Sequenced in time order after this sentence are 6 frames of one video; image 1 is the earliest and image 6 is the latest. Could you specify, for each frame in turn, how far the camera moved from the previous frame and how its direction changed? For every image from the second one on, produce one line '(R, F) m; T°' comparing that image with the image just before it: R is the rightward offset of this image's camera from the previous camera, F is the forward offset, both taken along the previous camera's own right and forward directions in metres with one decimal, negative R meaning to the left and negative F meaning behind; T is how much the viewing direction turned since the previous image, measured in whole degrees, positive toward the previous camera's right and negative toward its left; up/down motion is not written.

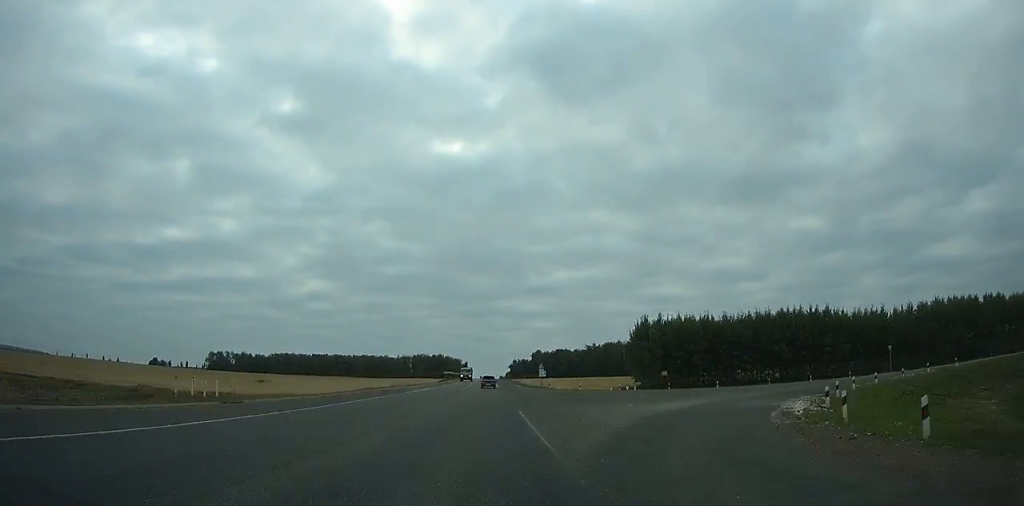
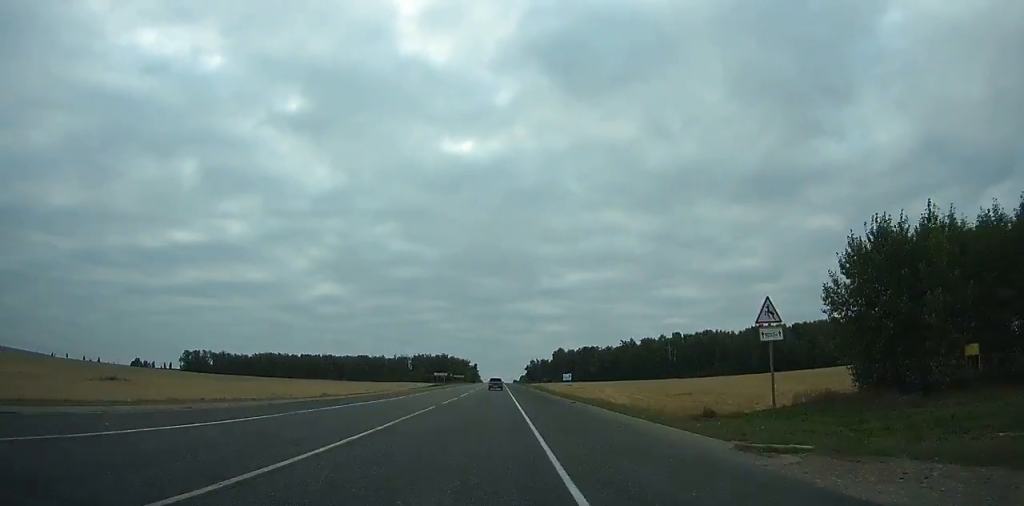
(+0.3, +69.0) m; 0°
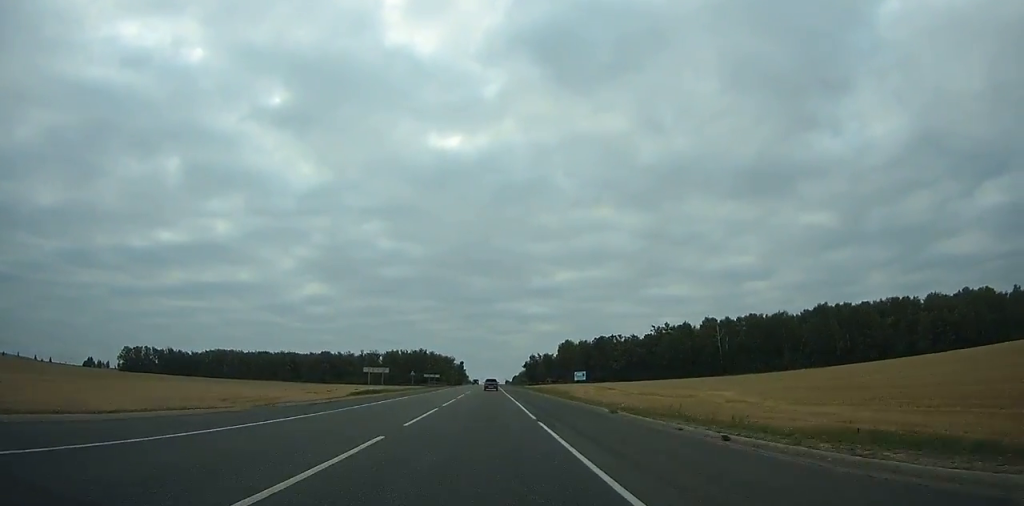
(-0.7, +72.9) m; 0°
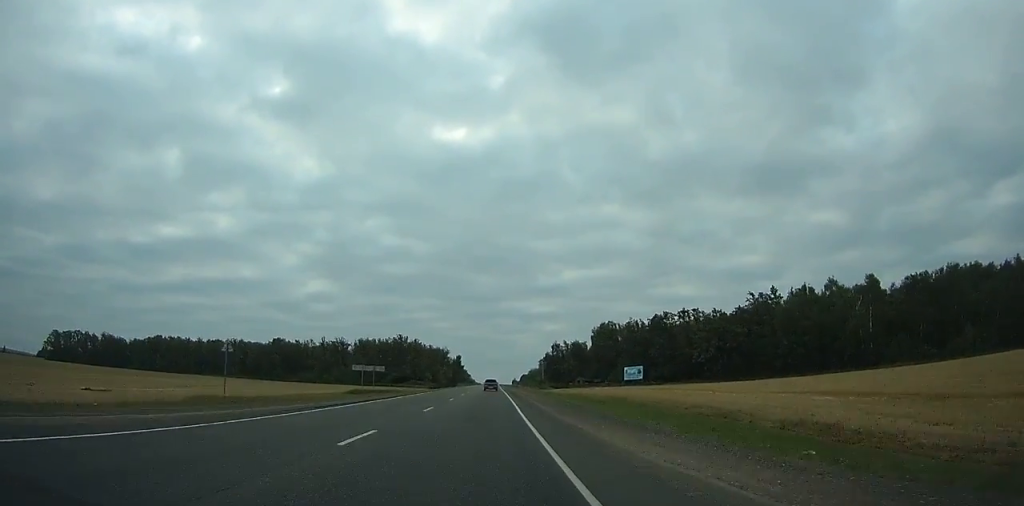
(+0.3, +80.8) m; 0°
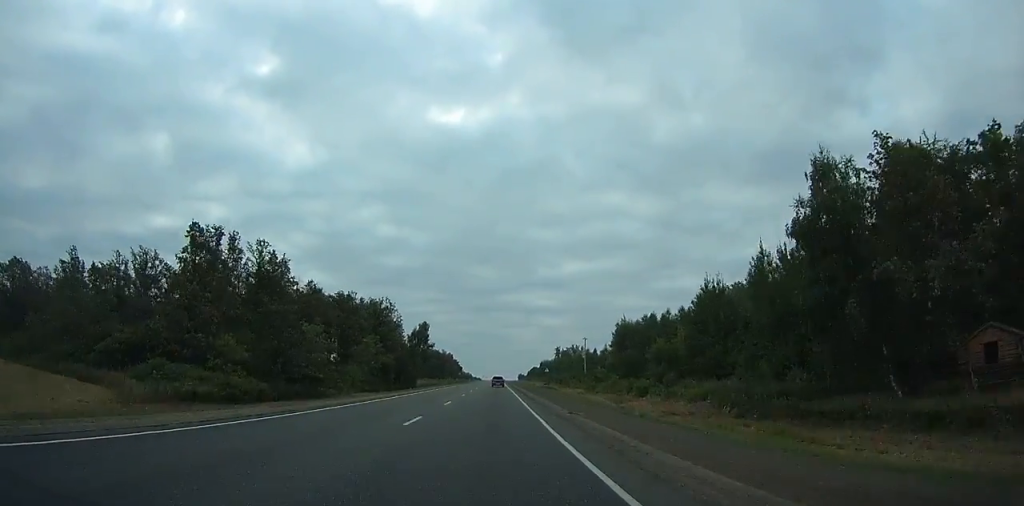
(-0.3, +150.2) m; 0°
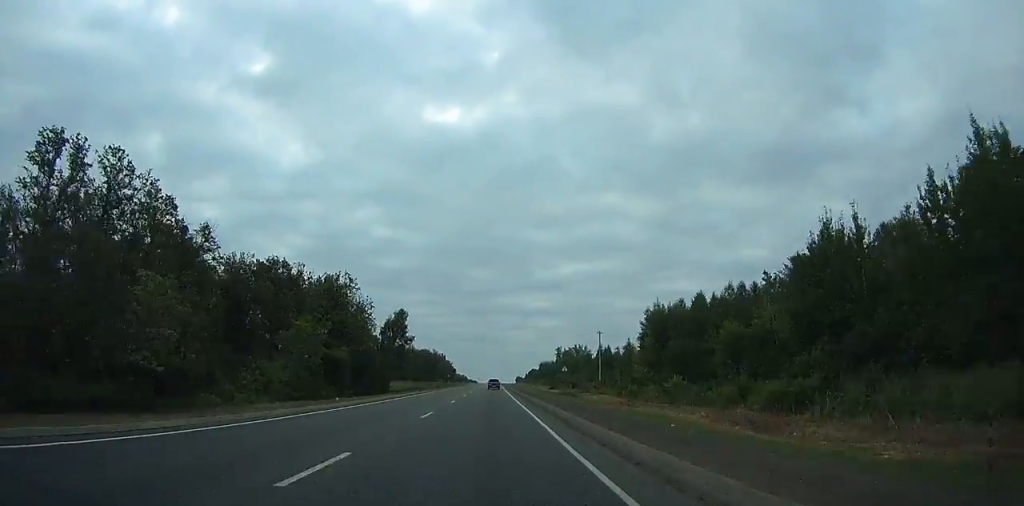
(0.0, +30.8) m; 0°
